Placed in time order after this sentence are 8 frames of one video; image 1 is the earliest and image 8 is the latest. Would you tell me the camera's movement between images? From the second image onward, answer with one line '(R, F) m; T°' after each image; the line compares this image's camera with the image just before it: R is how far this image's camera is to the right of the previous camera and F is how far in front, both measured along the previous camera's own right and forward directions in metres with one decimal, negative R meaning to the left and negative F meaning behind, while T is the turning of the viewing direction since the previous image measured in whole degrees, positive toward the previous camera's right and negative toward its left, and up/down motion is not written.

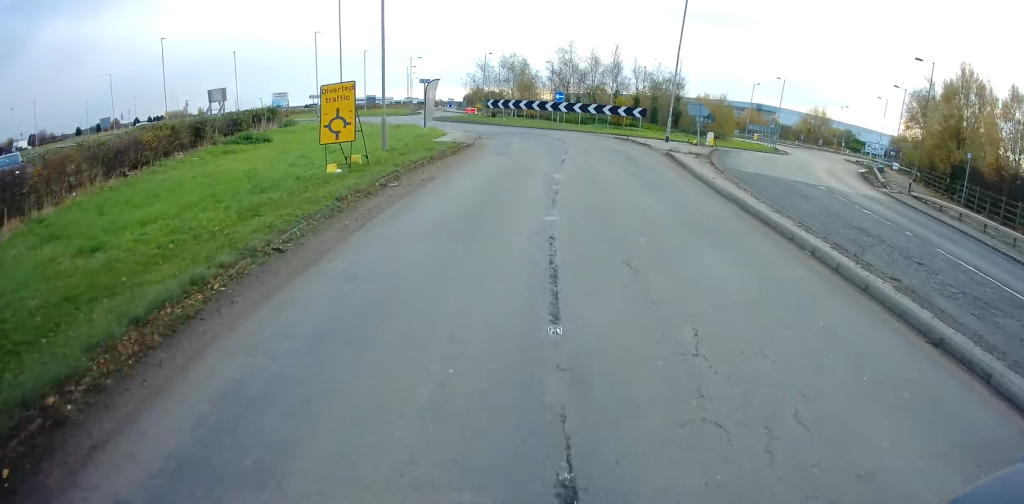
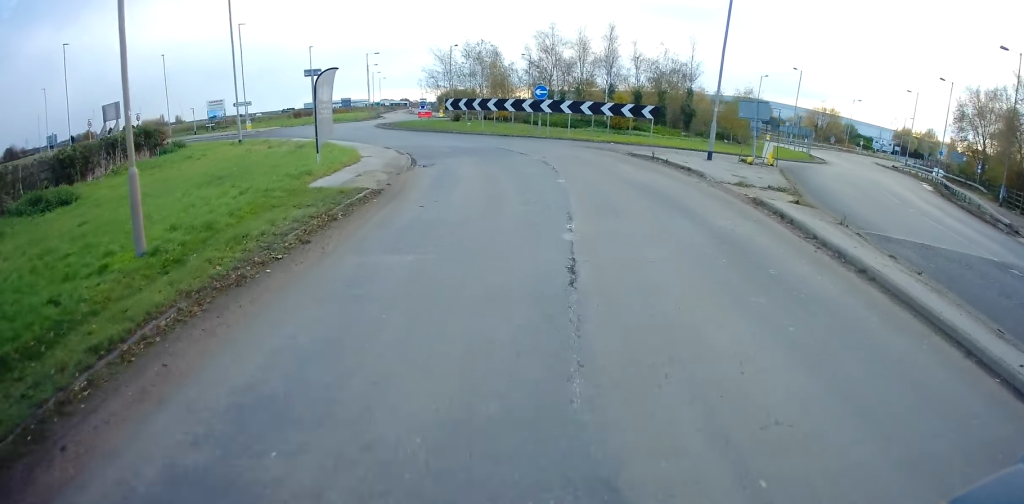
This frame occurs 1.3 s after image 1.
(+0.9, +13.2) m; +3°
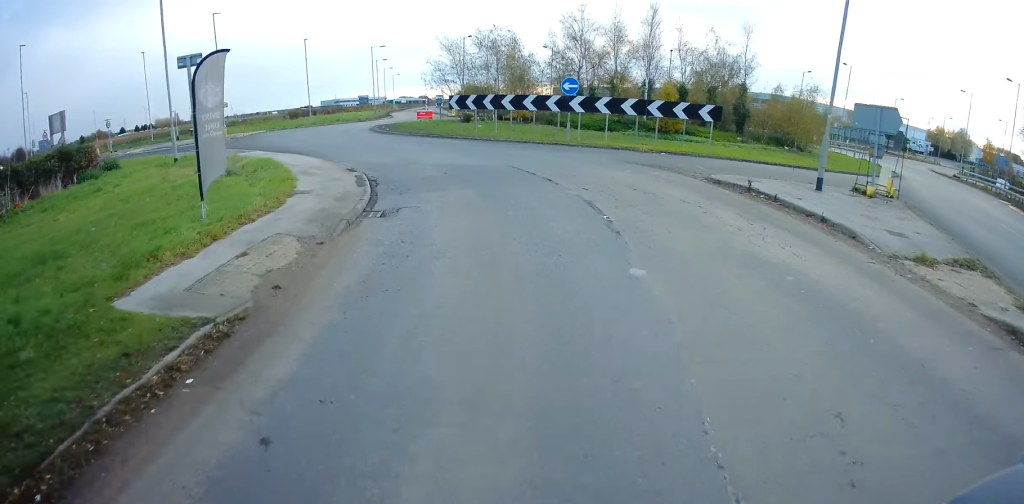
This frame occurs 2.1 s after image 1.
(+0.1, +8.3) m; -5°
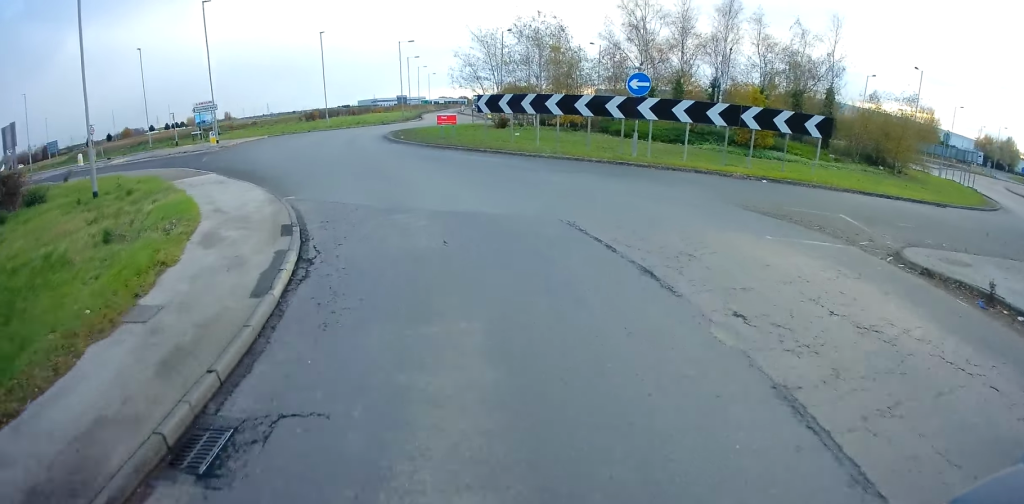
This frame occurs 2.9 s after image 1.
(-0.8, +7.8) m; -8°
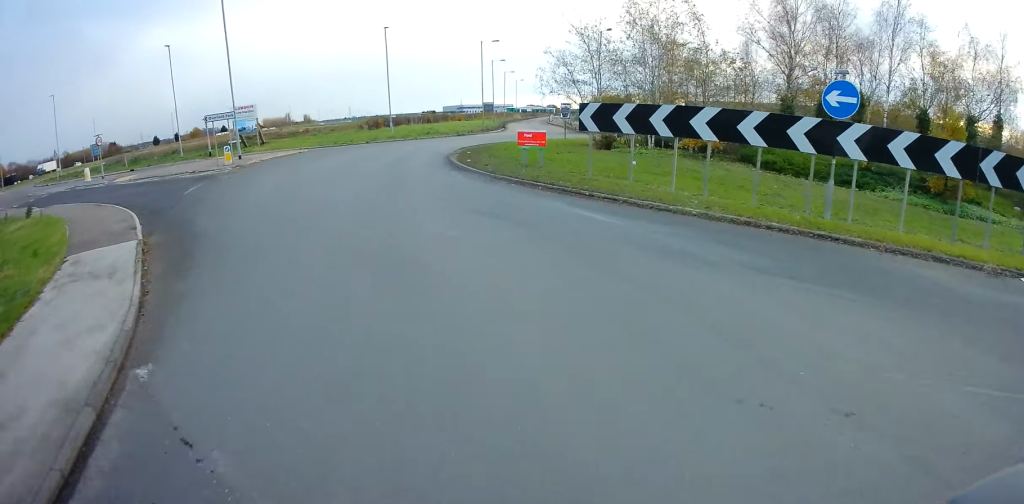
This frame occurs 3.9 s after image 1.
(-0.6, +9.2) m; -9°
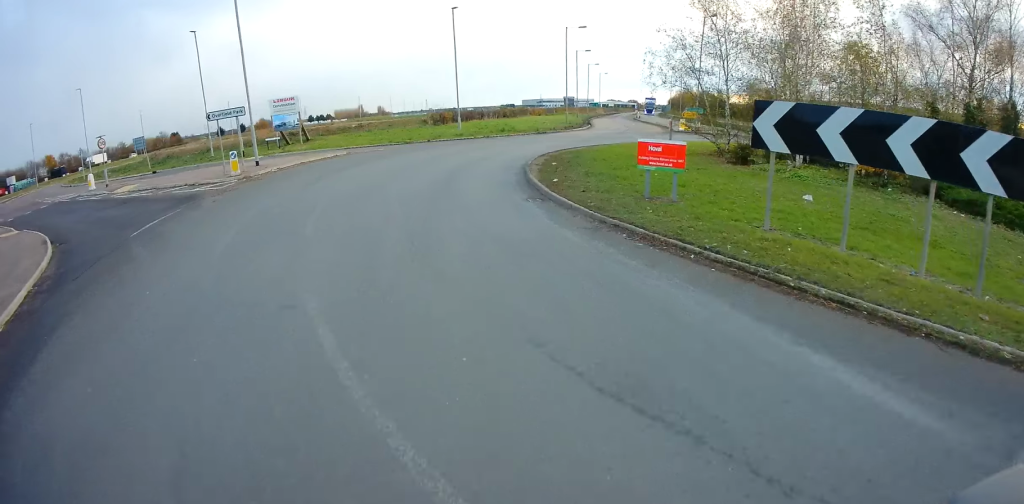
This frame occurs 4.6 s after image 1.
(-0.6, +7.5) m; -2°
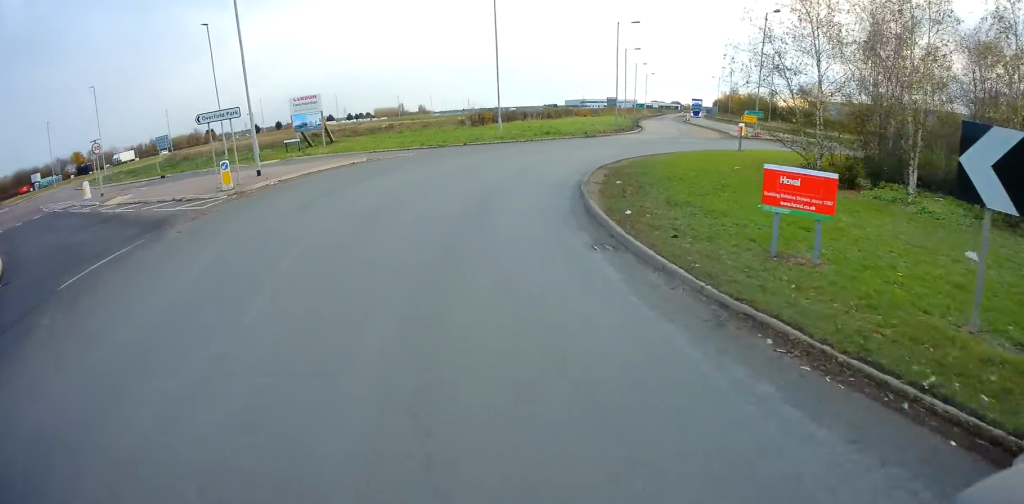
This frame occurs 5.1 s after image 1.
(-0.4, +4.3) m; 0°
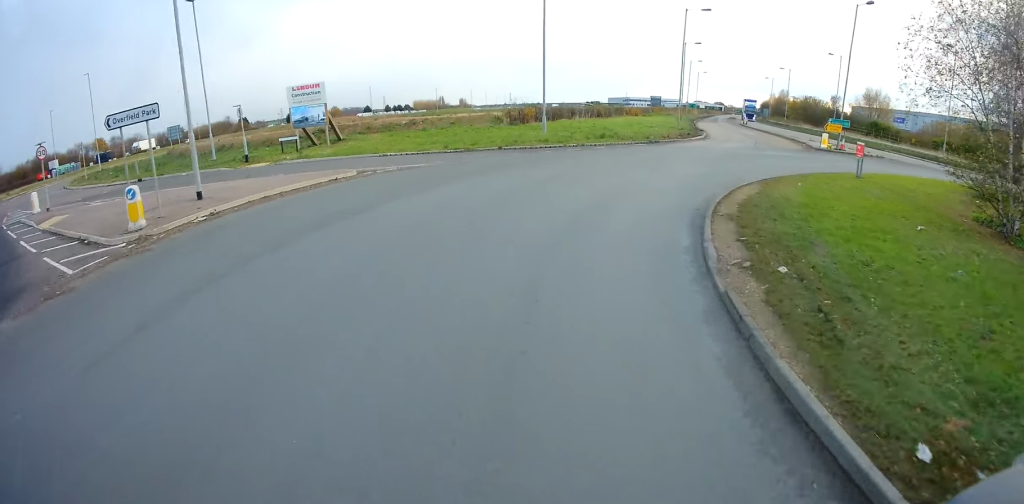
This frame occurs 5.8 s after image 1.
(+0.7, +7.4) m; +4°
